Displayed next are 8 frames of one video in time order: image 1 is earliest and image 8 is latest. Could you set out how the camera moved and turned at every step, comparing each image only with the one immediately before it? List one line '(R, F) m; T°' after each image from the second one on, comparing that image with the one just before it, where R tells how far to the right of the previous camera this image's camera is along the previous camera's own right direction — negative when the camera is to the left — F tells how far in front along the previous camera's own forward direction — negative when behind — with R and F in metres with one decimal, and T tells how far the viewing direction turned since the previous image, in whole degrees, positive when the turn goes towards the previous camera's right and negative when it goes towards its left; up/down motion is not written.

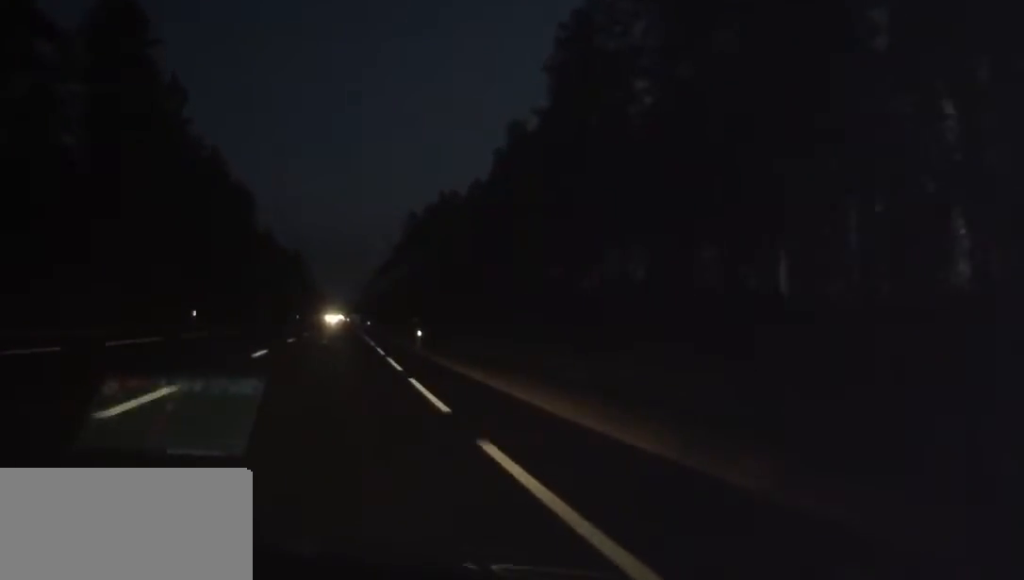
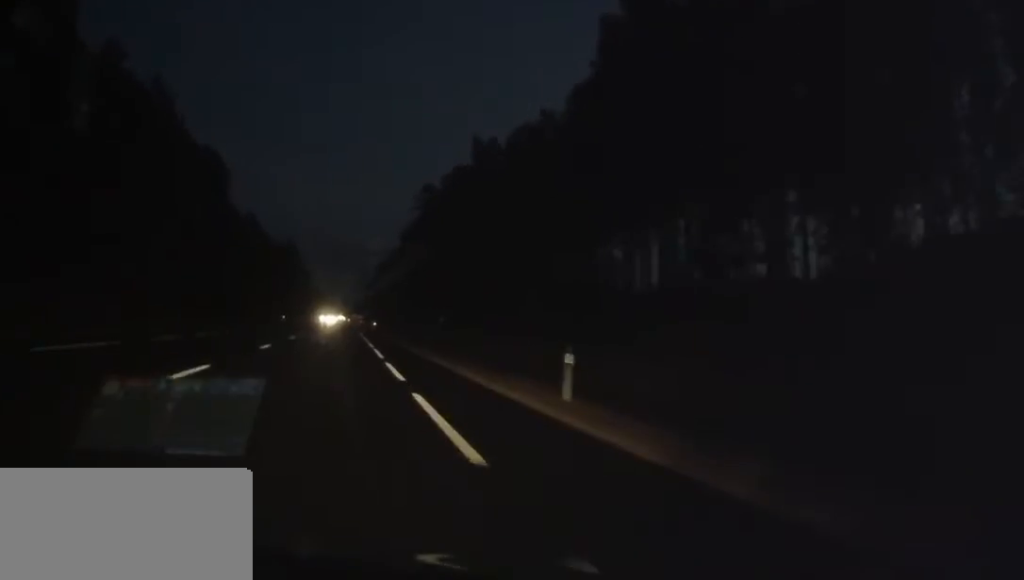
(-0.6, +31.5) m; -1°
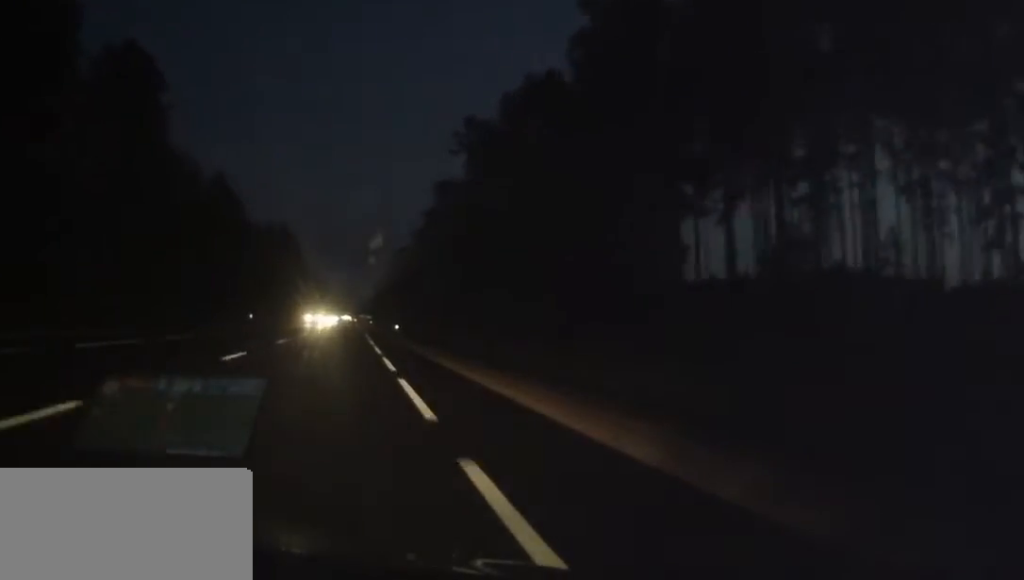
(+0.1, +42.8) m; 0°
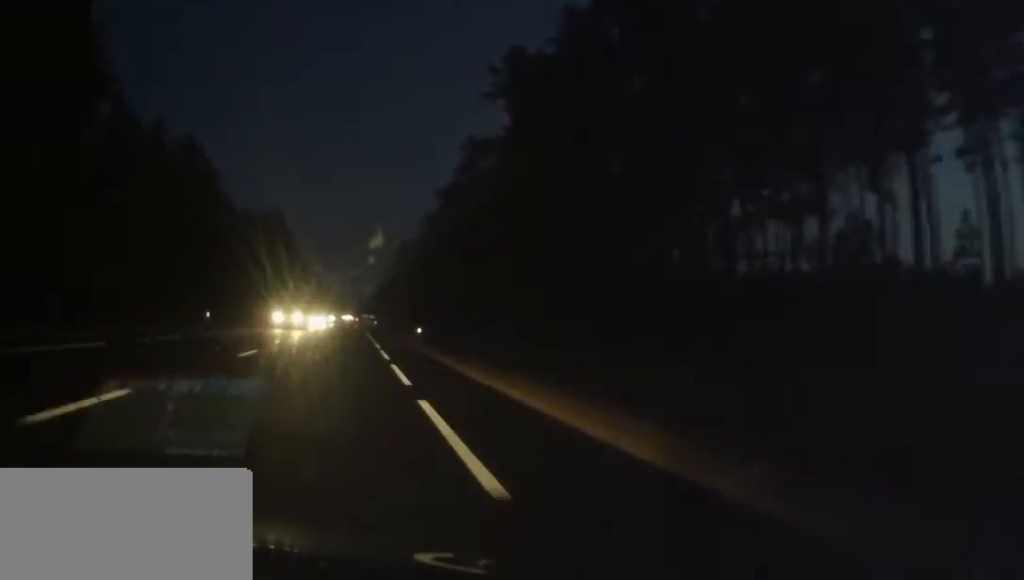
(-0.1, +22.4) m; 0°
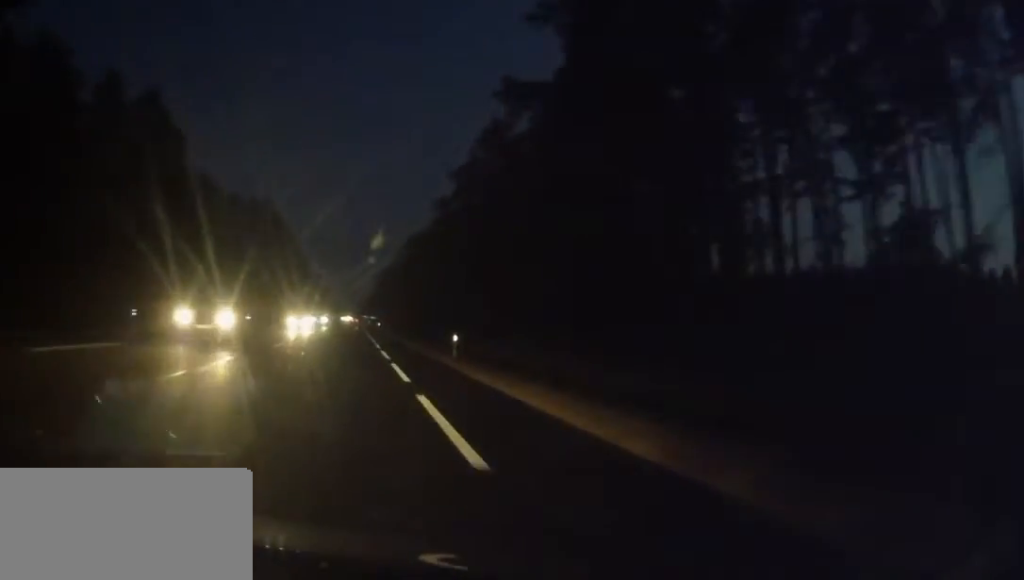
(-0.1, +17.2) m; 0°
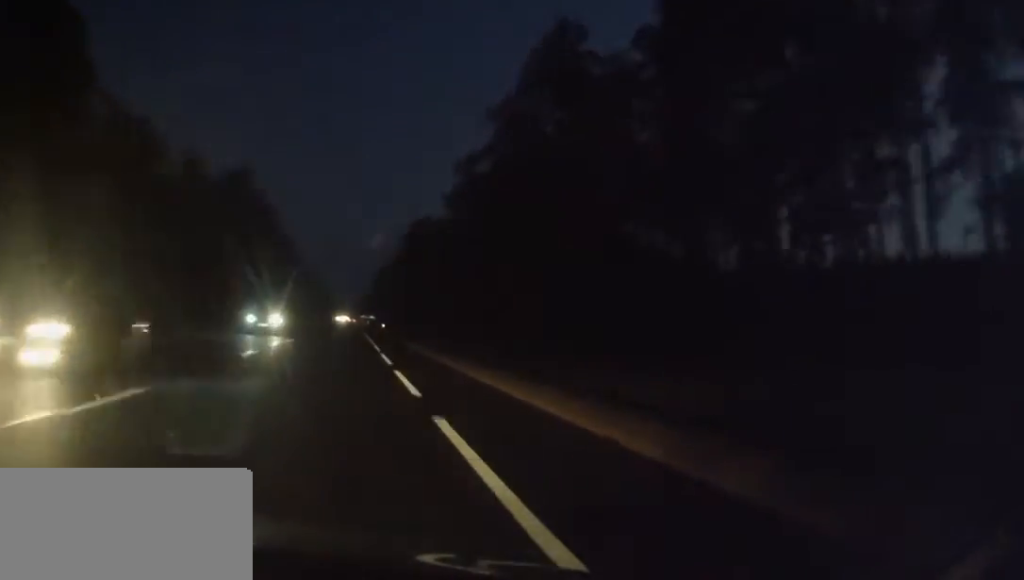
(-0.2, +30.4) m; -1°
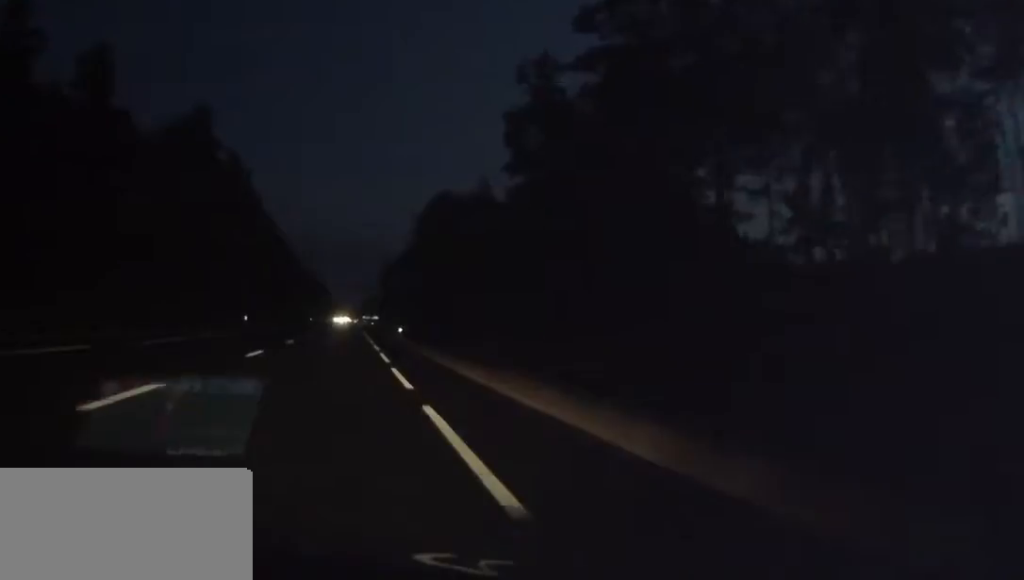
(-0.2, +35.2) m; -1°
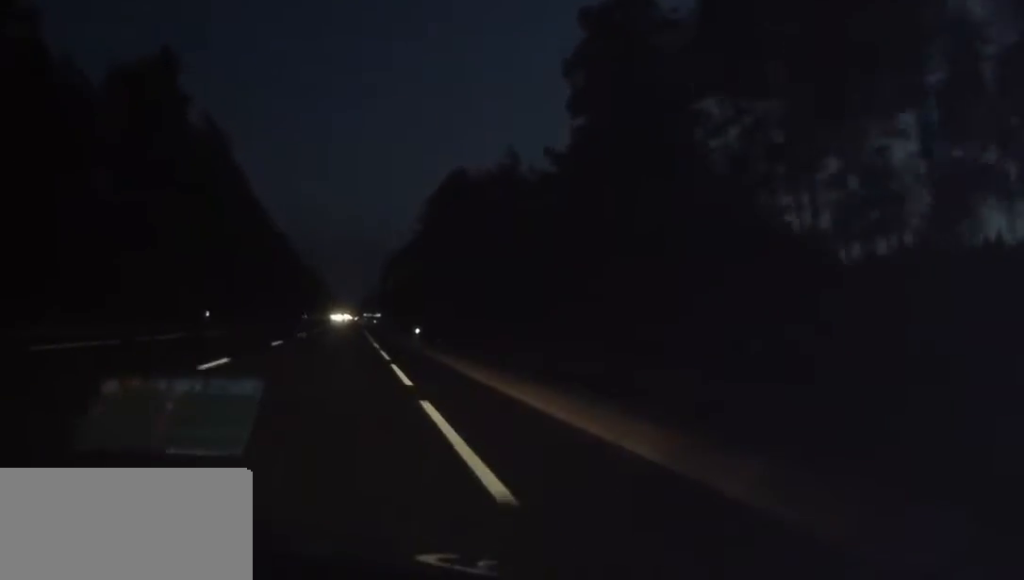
(0.0, +17.9) m; 0°
